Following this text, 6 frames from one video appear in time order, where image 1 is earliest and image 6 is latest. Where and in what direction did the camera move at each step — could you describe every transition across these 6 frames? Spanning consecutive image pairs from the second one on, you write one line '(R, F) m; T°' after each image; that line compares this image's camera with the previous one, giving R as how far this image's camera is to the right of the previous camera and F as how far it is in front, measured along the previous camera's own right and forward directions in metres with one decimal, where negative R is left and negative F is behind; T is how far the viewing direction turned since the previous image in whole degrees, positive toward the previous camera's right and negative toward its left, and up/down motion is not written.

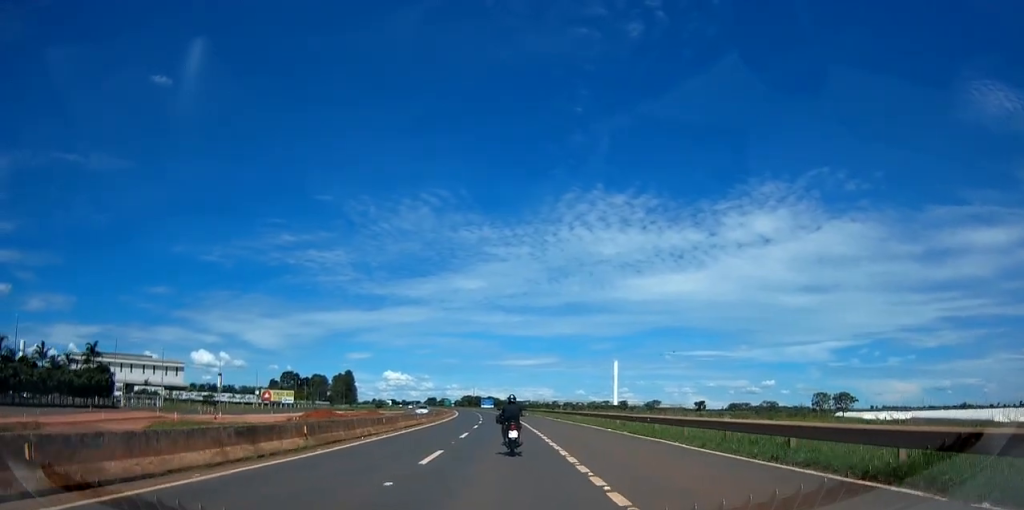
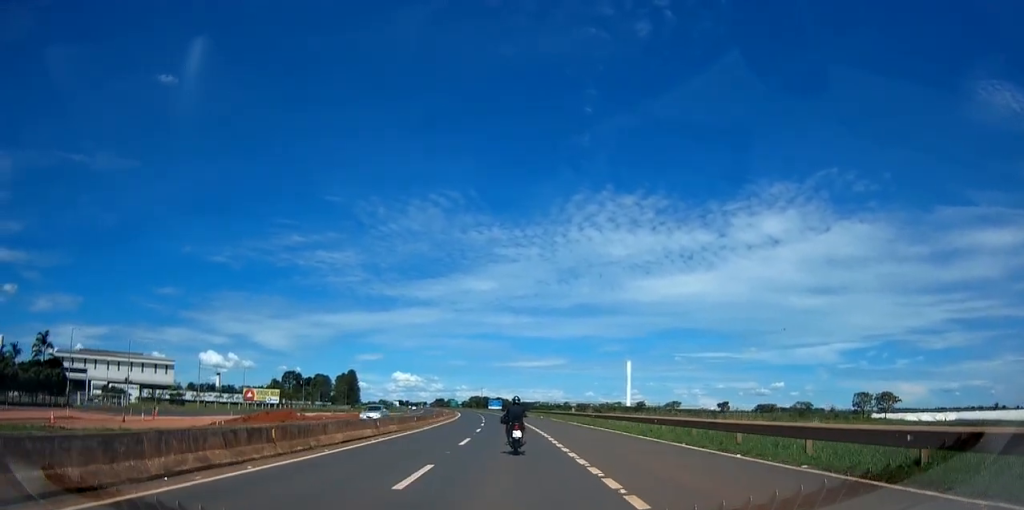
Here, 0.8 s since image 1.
(-0.9, +16.2) m; -2°
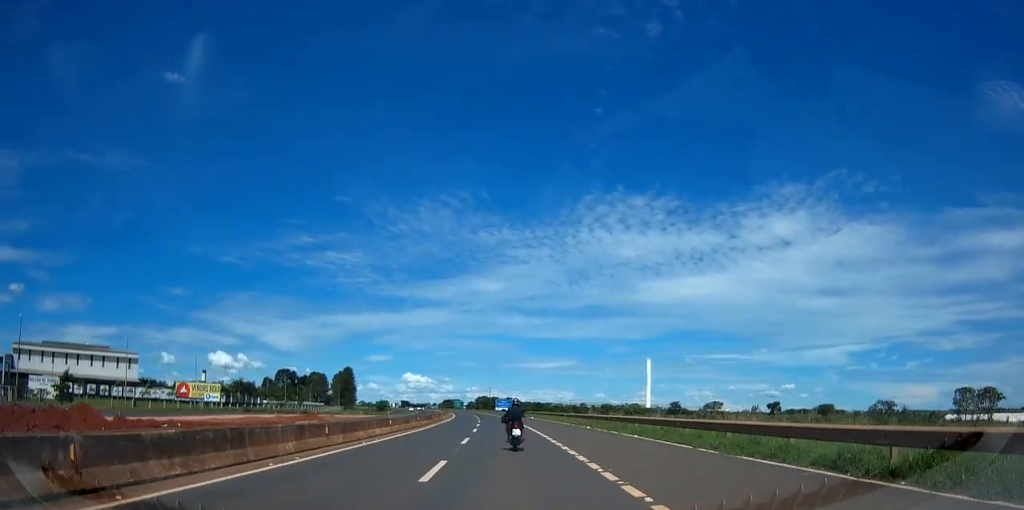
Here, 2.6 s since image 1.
(+0.1, +34.8) m; -1°
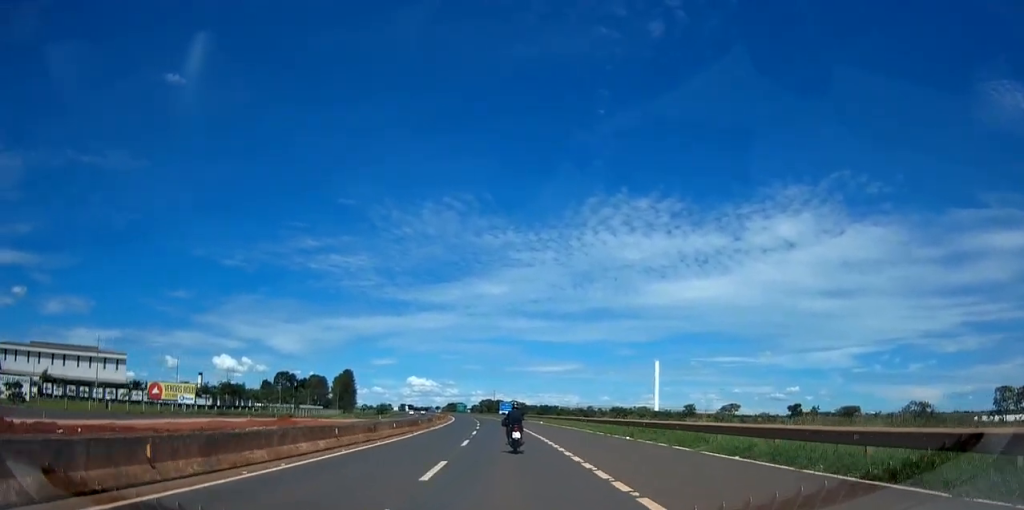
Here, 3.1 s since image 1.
(0.0, +11.1) m; 0°
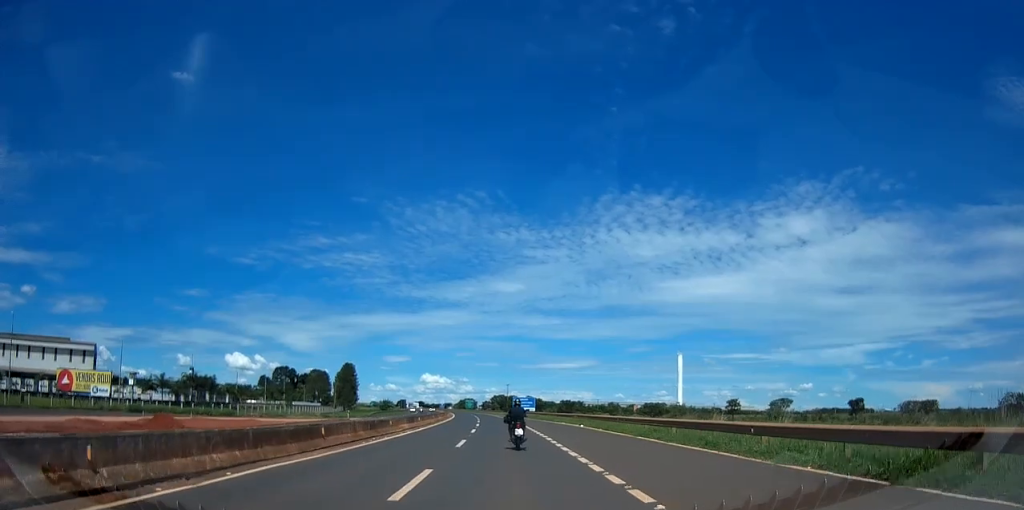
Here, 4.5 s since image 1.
(+0.1, +27.0) m; -1°
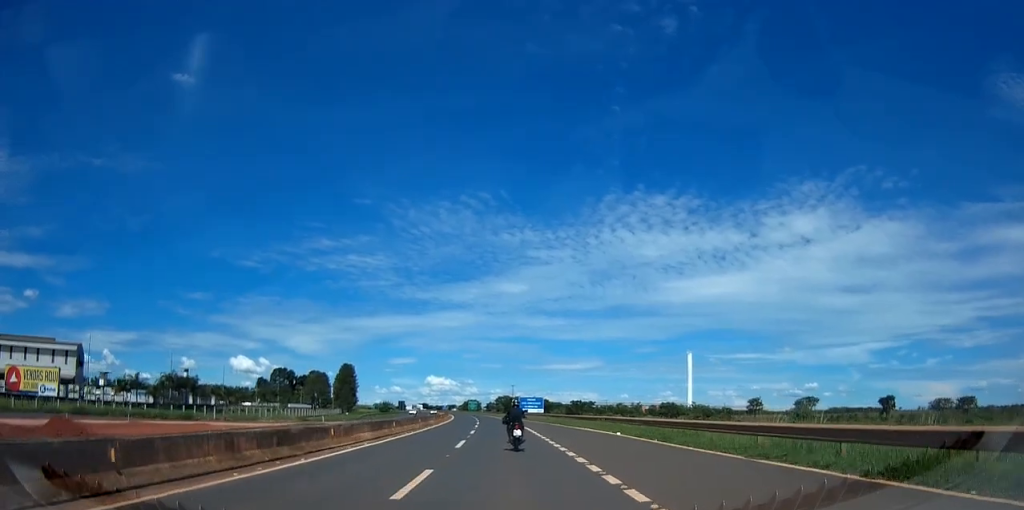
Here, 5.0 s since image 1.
(0.0, +11.7) m; -1°
